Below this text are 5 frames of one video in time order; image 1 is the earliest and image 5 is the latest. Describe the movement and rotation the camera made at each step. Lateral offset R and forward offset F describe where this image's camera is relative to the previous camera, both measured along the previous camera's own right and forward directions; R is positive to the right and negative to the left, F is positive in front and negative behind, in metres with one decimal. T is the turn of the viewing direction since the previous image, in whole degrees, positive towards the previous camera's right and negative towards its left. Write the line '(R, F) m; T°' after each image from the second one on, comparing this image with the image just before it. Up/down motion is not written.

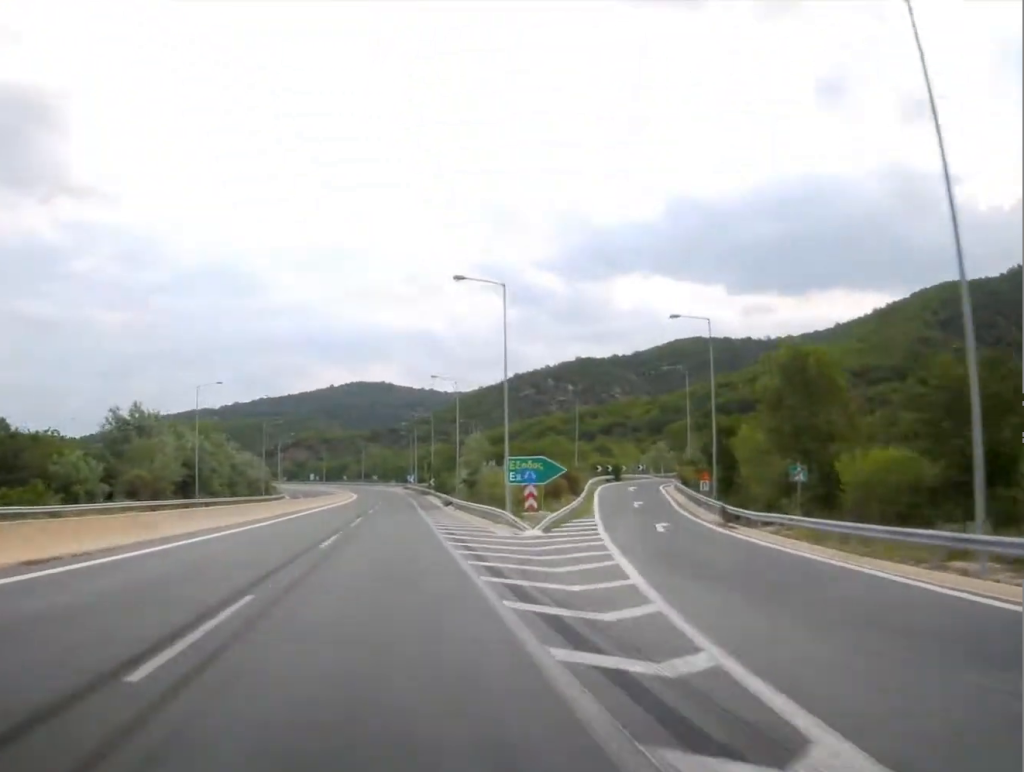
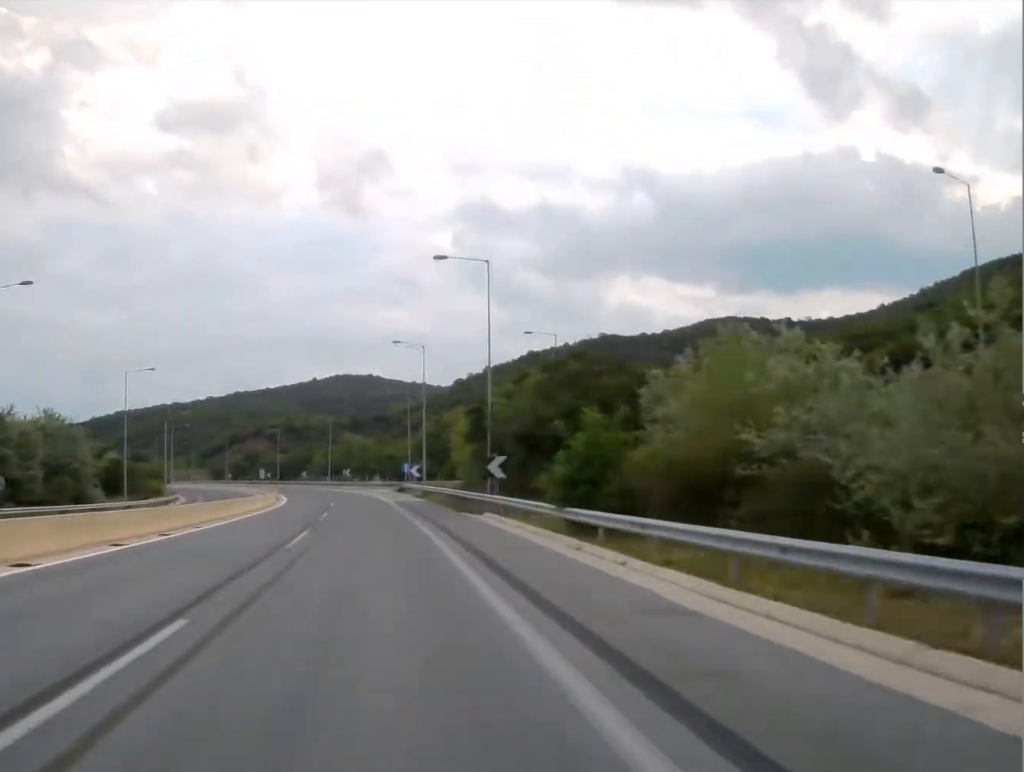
(-0.4, +91.2) m; +1°
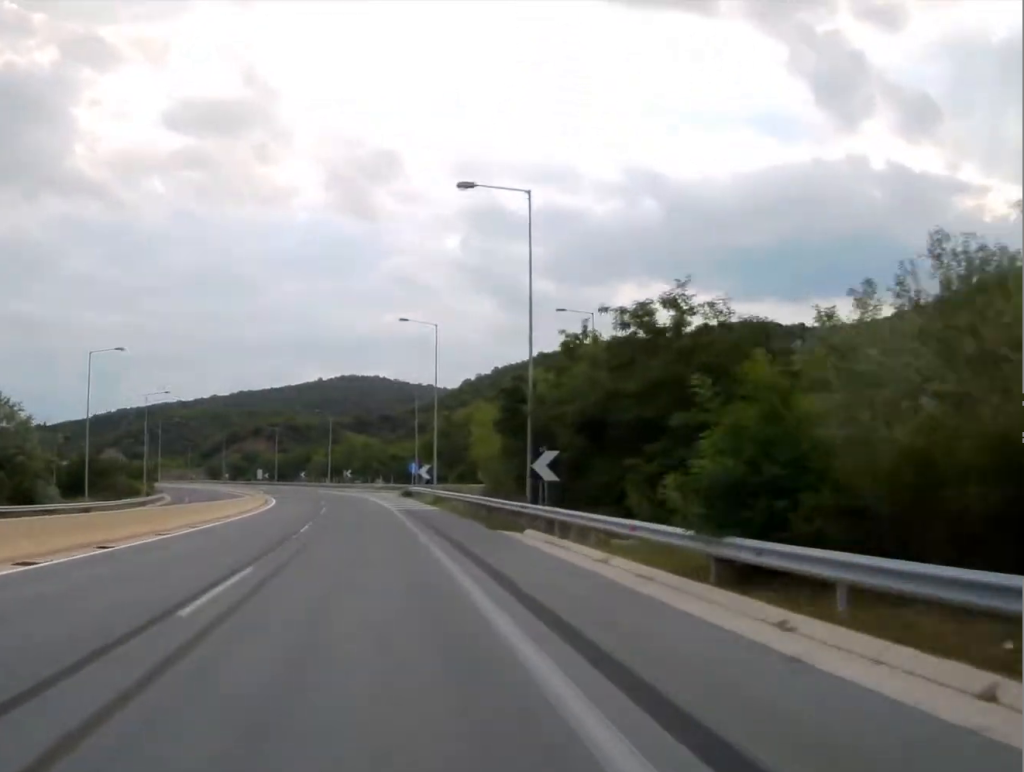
(+0.1, +11.6) m; 0°
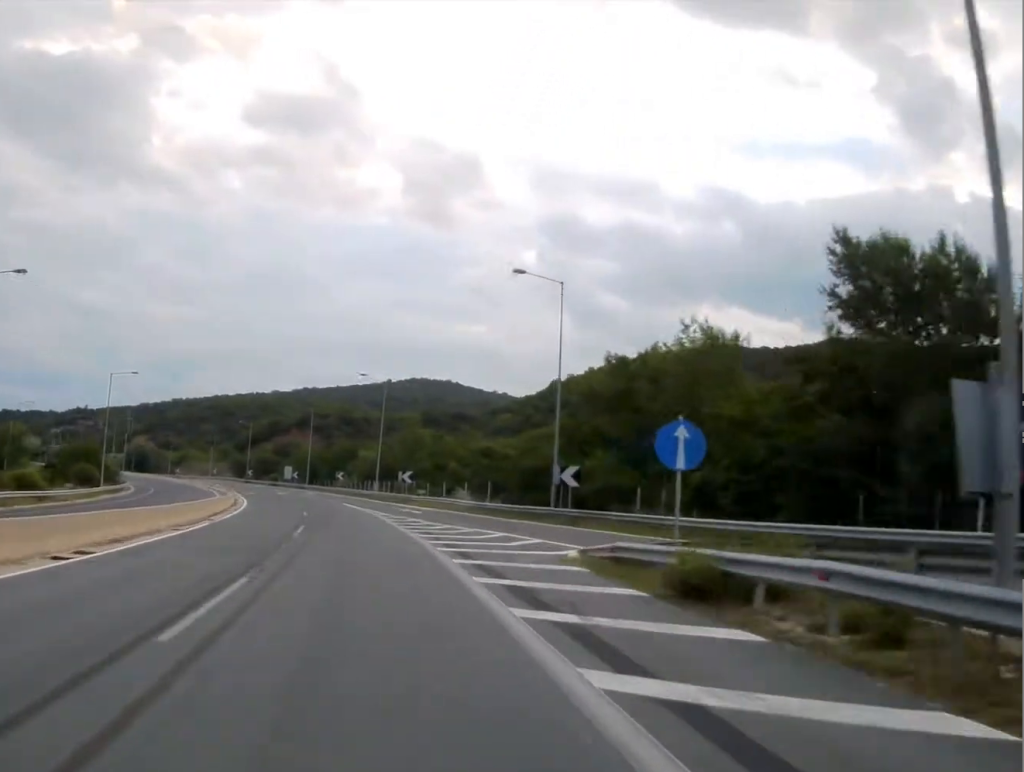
(-1.4, +53.8) m; -3°
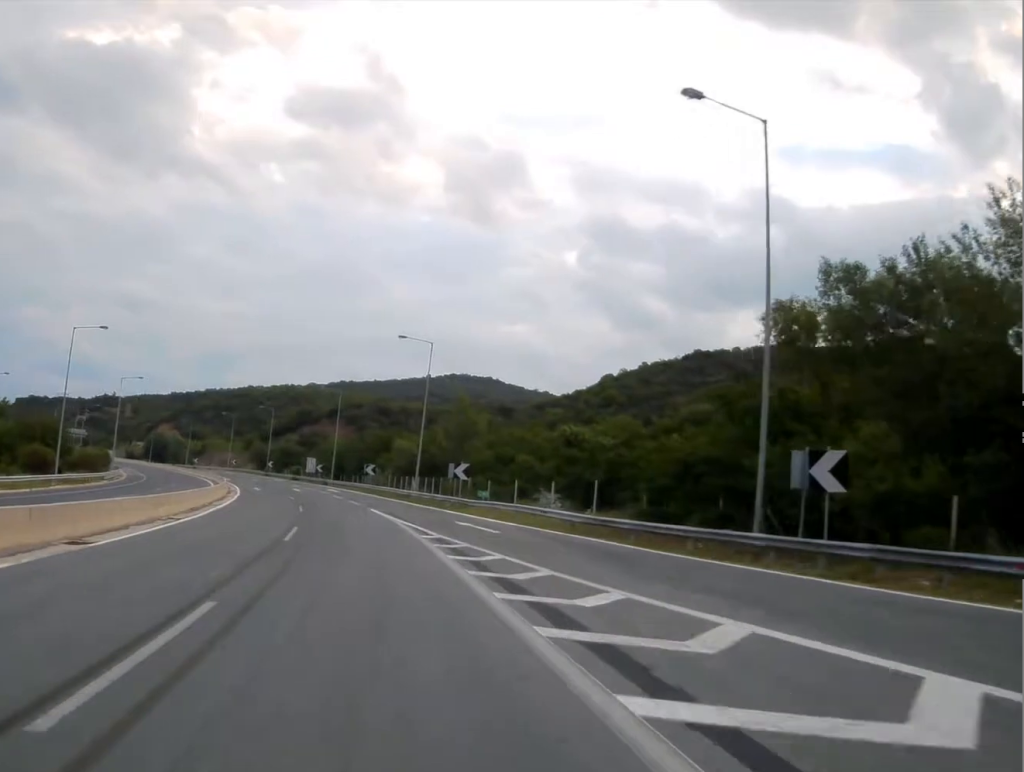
(-0.2, +20.7) m; -2°
